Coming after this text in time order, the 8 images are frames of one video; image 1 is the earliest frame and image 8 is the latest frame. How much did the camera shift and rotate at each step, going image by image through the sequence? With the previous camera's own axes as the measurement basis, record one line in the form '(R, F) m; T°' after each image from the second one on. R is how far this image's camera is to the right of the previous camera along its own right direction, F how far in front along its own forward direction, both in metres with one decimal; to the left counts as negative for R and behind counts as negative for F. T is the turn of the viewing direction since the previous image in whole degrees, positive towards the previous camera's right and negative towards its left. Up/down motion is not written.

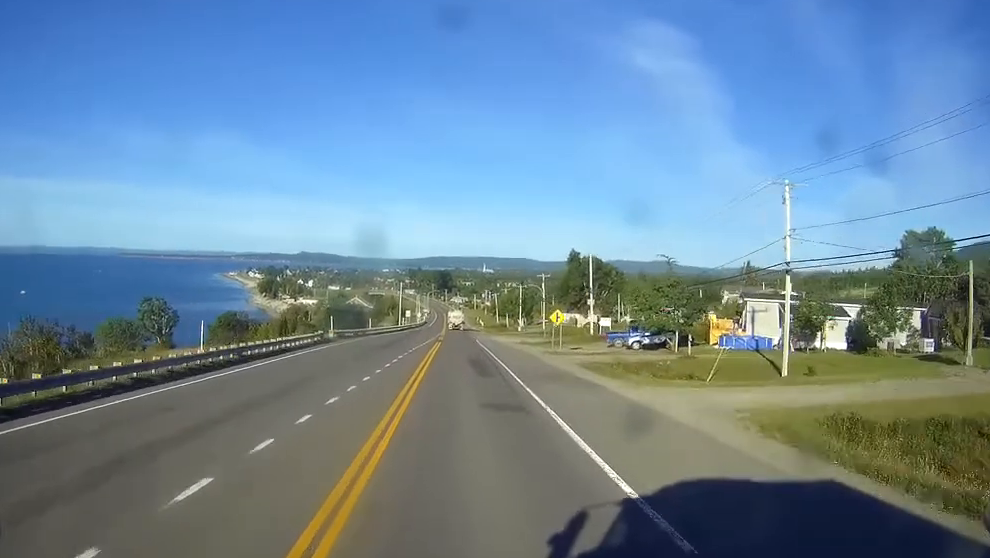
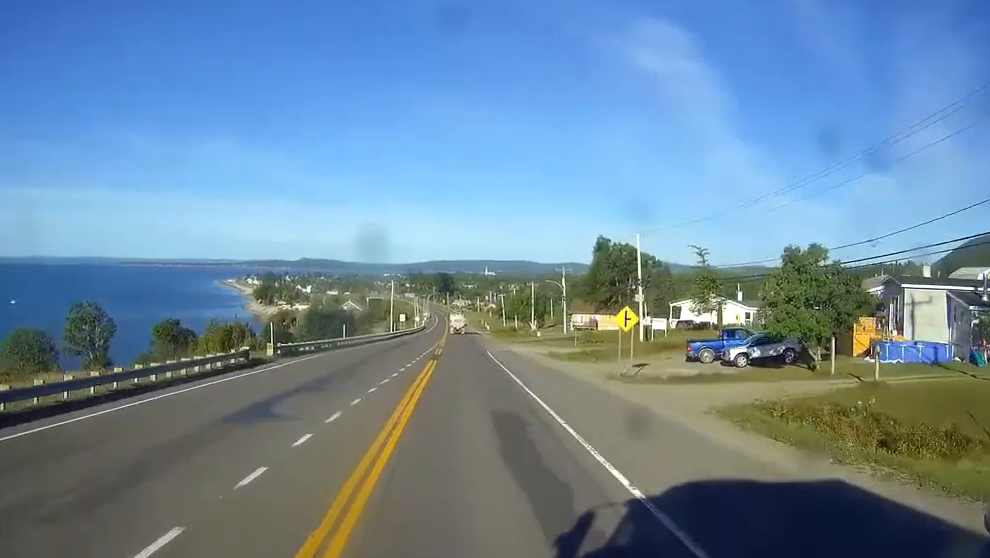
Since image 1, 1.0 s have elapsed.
(-0.1, +26.4) m; 0°
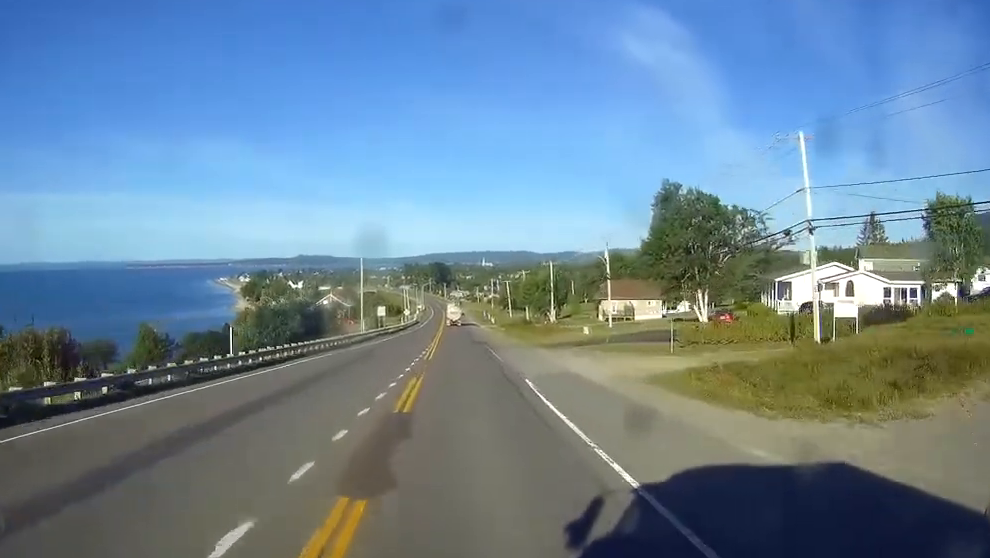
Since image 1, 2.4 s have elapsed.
(+0.1, +38.9) m; 0°
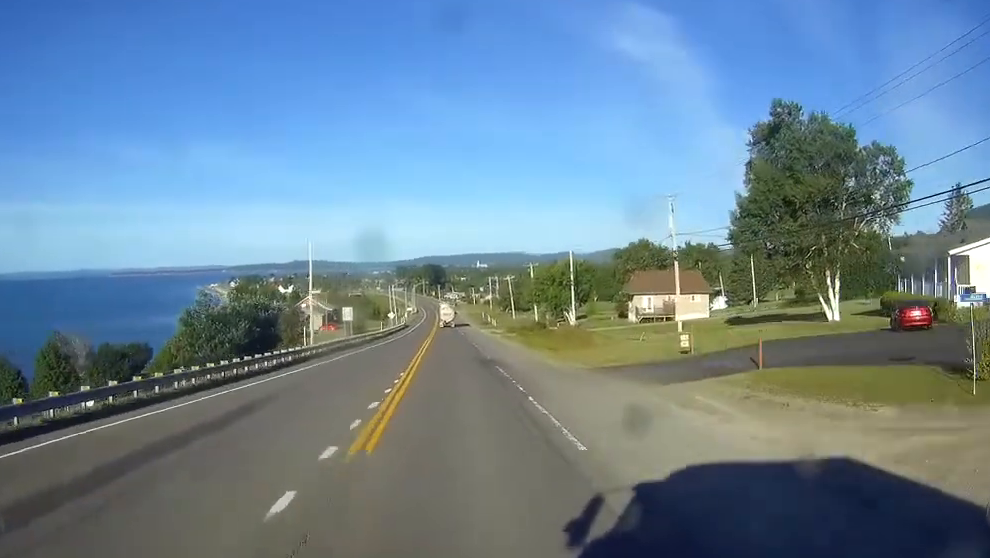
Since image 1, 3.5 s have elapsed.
(+0.1, +29.6) m; 0°
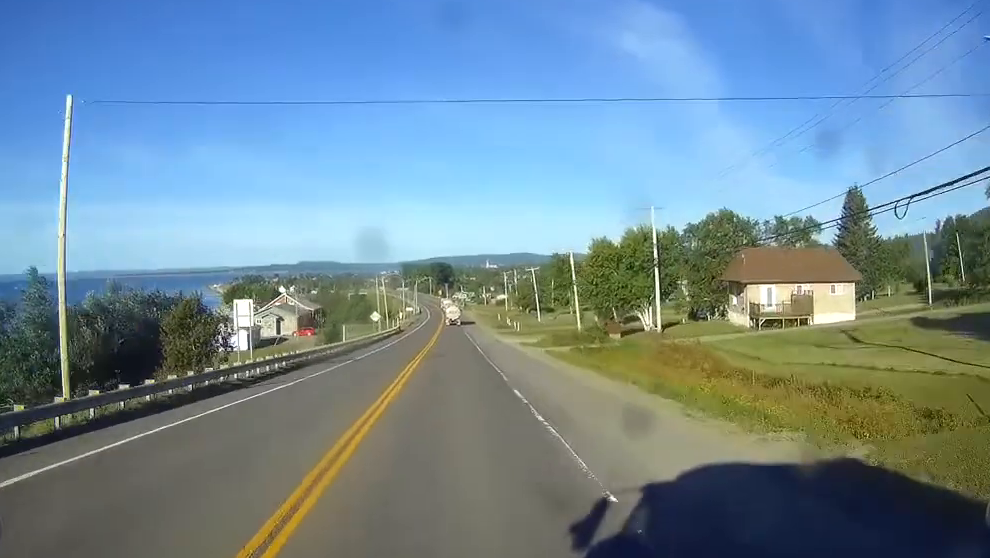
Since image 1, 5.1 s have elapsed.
(-0.1, +41.8) m; 0°
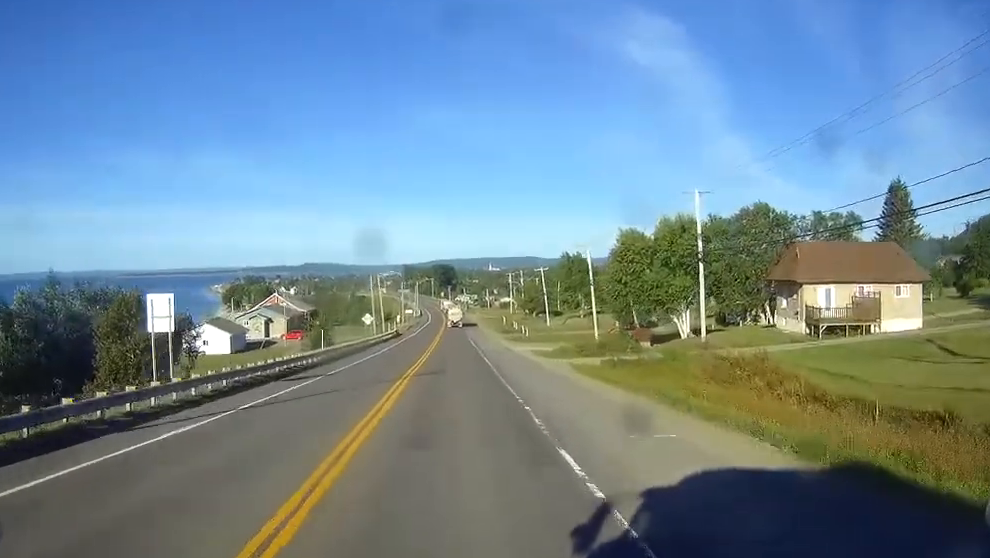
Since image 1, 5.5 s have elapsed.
(0.0, +11.5) m; 0°
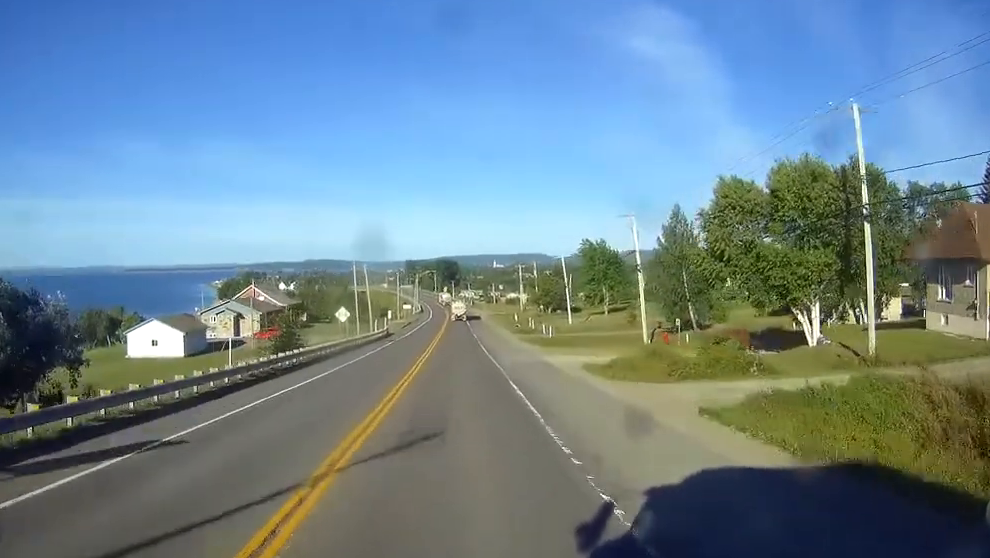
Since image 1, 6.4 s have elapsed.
(0.0, +23.1) m; 0°
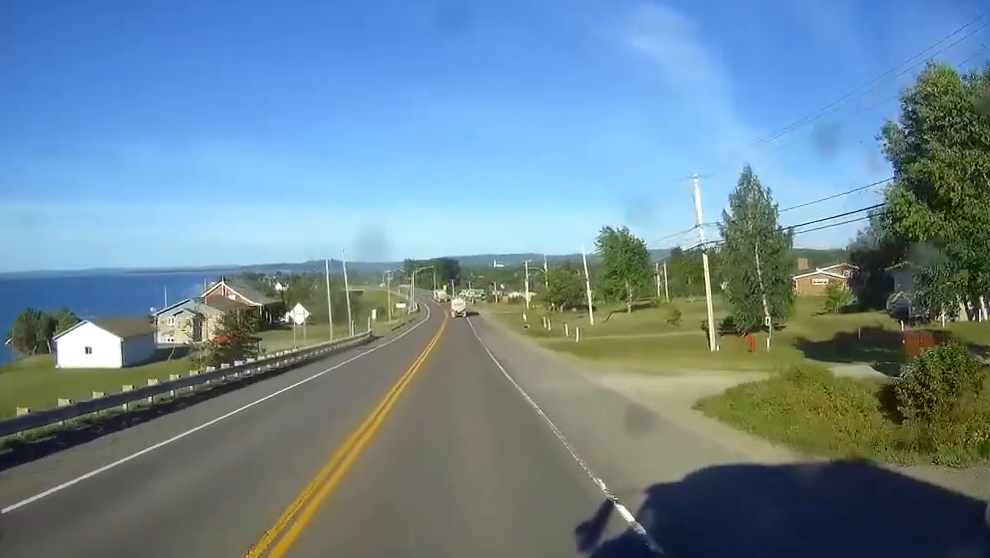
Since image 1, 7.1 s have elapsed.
(-0.1, +19.6) m; 0°
